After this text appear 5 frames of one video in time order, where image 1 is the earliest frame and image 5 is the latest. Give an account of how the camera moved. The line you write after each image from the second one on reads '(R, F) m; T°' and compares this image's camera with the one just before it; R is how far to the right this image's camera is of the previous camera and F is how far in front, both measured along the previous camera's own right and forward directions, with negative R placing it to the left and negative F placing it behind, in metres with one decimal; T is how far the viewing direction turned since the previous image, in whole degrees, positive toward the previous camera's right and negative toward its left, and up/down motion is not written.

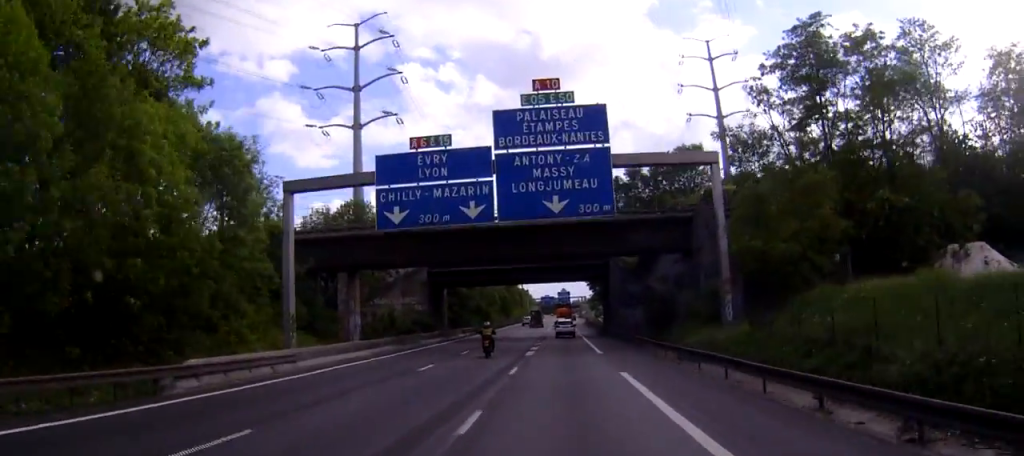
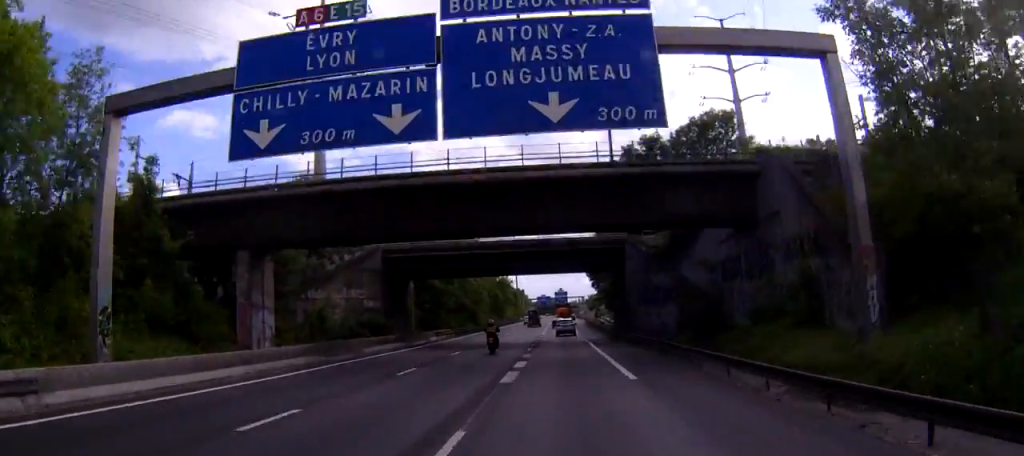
(+0.1, +16.2) m; 0°
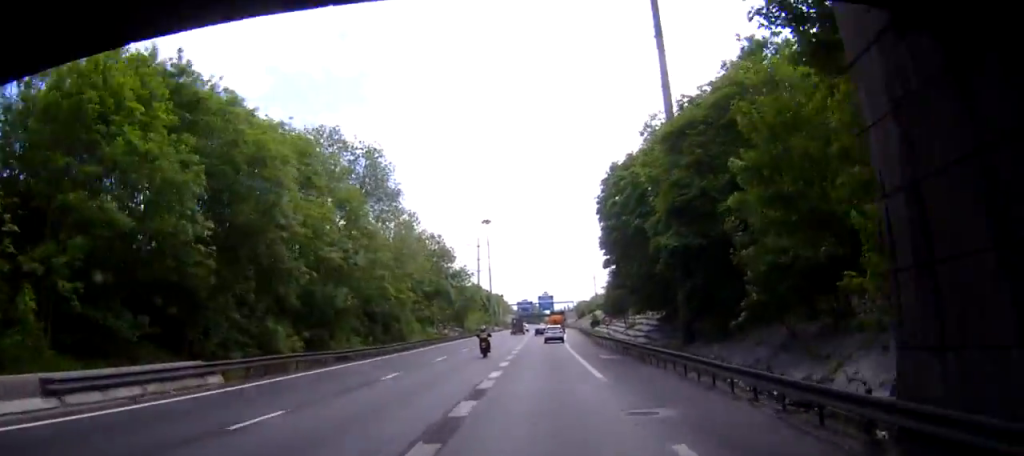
(-0.1, +49.3) m; -1°
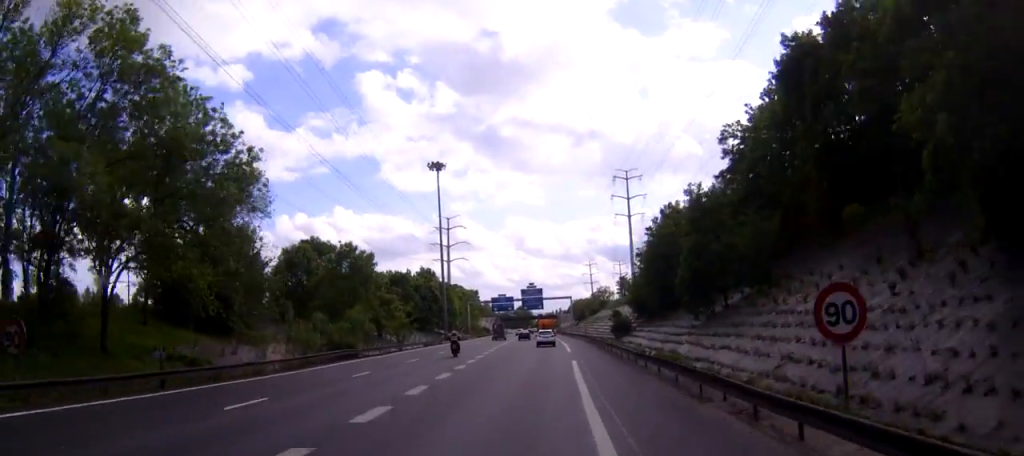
(+0.8, +74.3) m; +3°
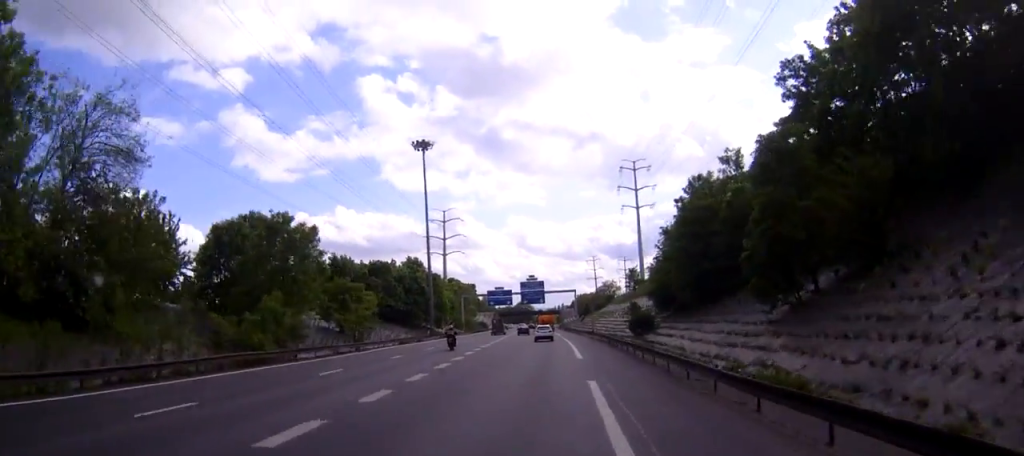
(+0.1, +17.0) m; 0°
